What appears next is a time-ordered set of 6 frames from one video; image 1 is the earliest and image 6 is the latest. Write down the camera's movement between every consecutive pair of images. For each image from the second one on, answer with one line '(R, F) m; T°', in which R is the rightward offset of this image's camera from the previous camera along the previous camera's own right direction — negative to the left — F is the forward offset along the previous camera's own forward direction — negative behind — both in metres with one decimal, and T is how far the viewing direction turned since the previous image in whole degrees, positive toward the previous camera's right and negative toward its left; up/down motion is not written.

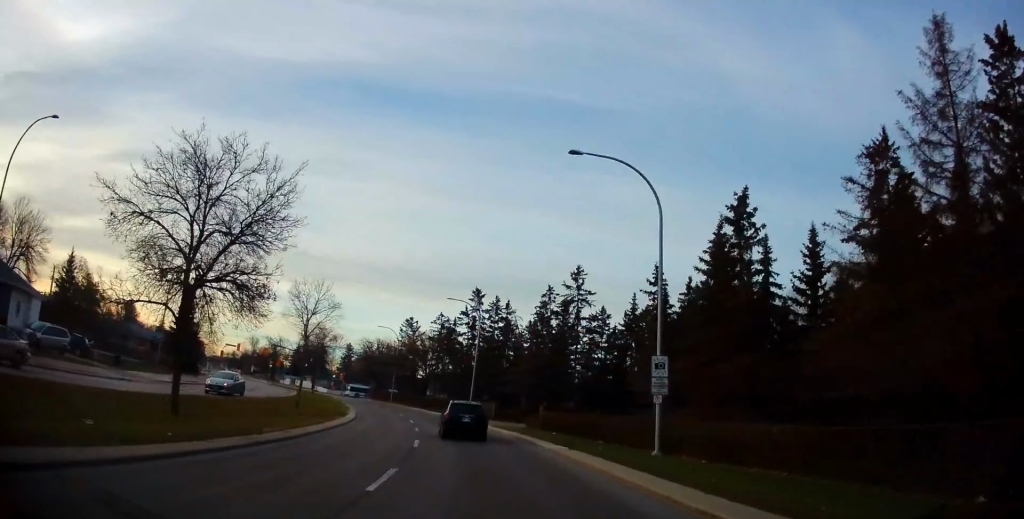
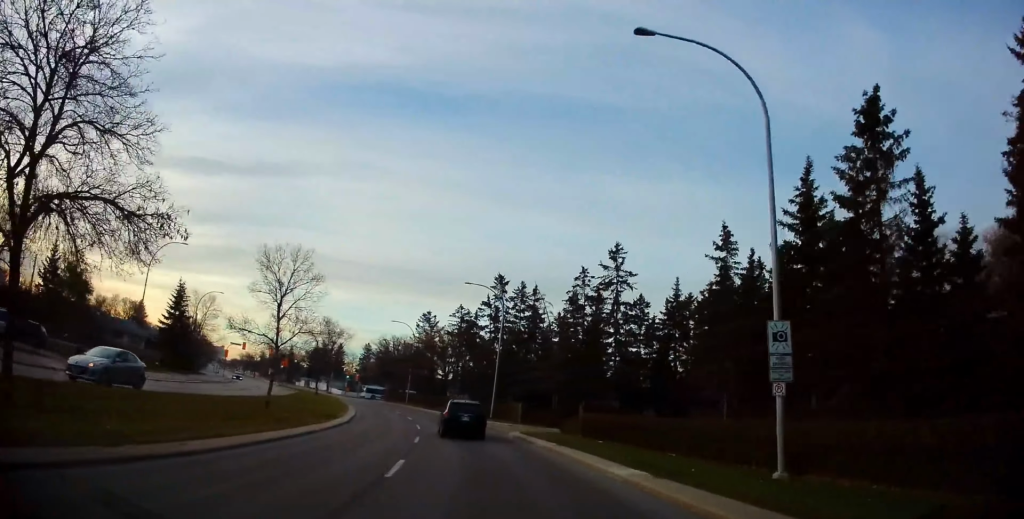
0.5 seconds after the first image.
(-0.2, +7.5) m; -3°
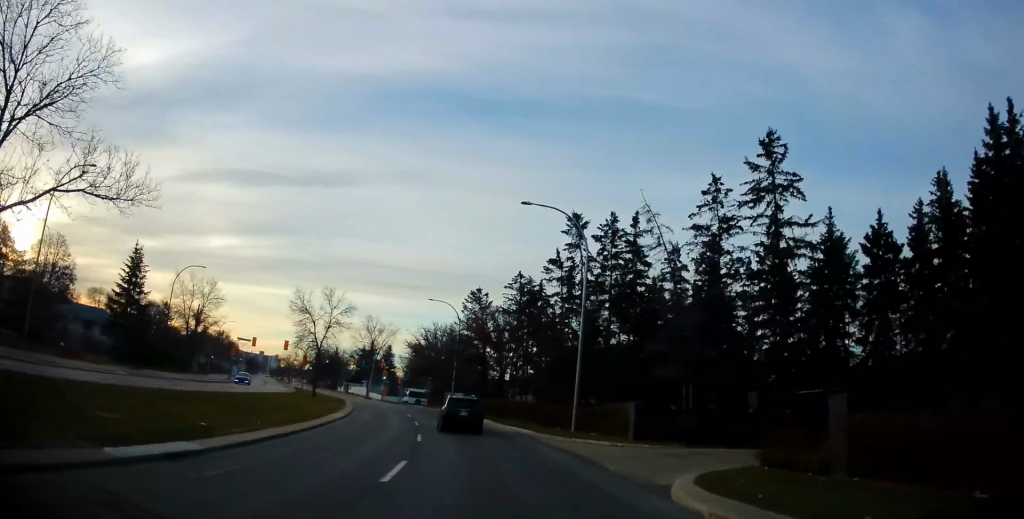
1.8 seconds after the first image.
(-1.2, +19.2) m; -6°
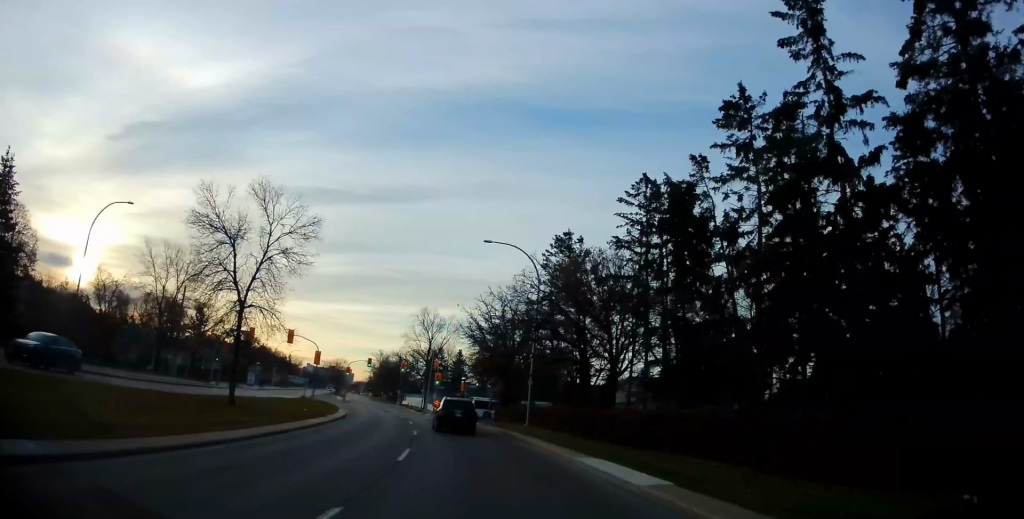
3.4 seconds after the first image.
(-1.6, +24.1) m; -8°
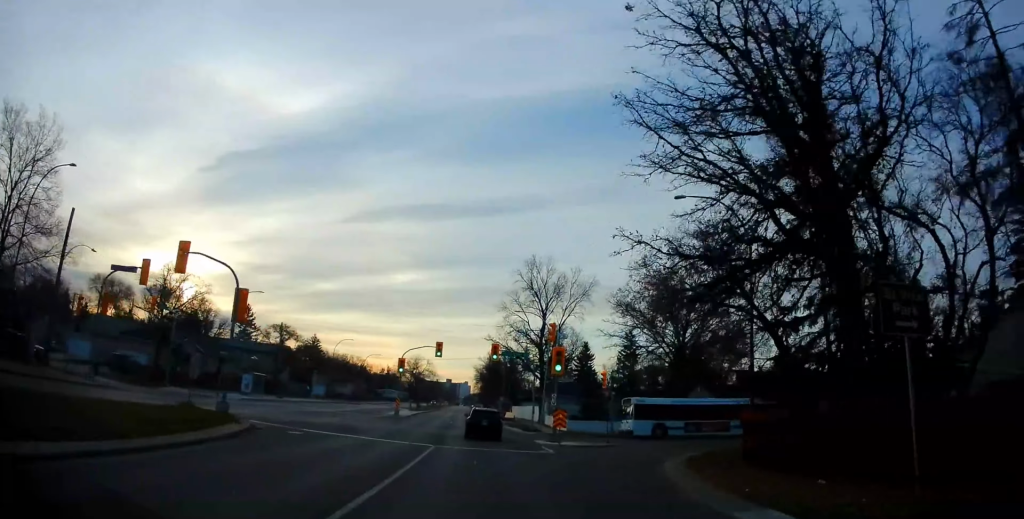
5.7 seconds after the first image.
(-4.0, +35.4) m; -11°
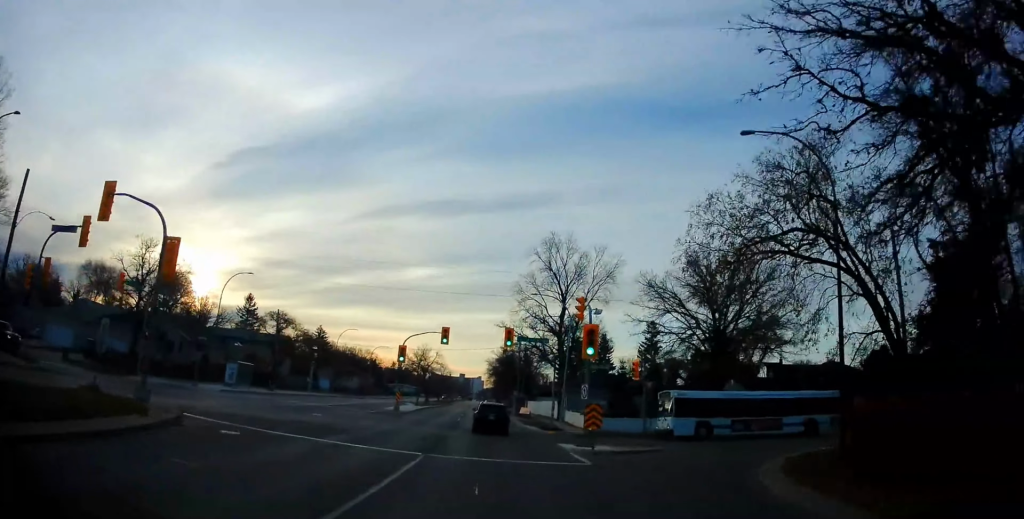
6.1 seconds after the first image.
(-0.1, +6.0) m; -1°
